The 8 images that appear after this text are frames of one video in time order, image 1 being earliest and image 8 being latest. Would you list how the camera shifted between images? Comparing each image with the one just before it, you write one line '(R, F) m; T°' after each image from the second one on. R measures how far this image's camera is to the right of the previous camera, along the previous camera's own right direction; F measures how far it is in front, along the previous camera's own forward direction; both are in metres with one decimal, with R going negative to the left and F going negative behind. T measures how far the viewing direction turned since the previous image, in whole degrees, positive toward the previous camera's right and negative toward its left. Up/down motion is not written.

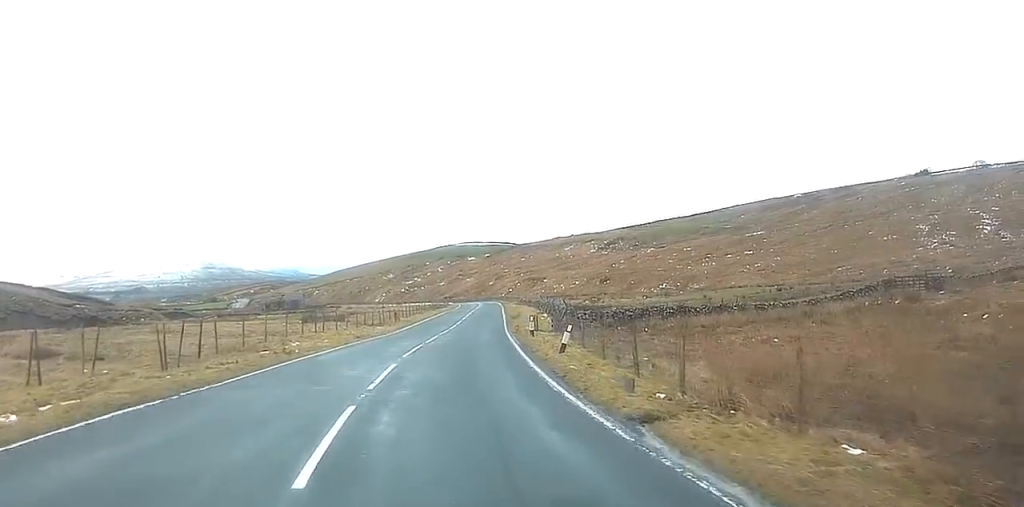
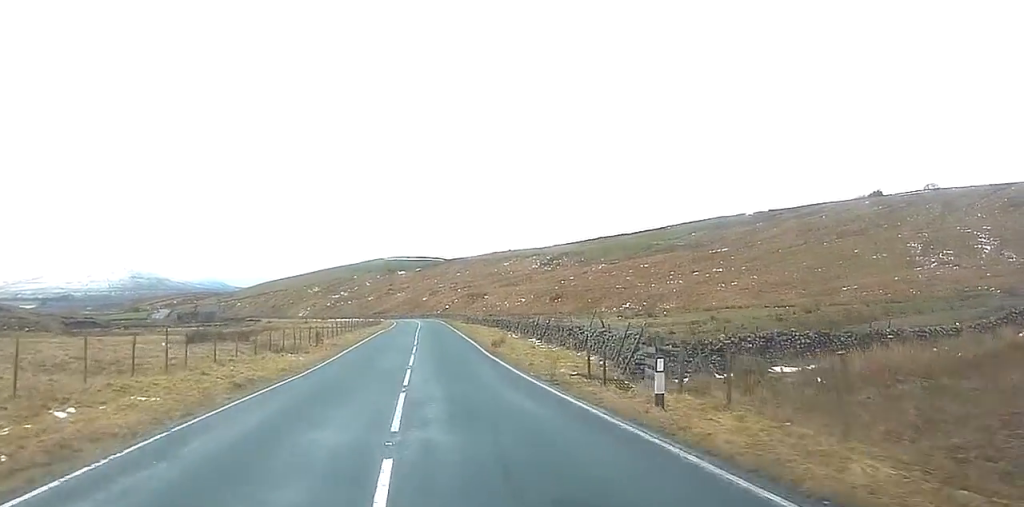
(+1.4, +20.7) m; +6°
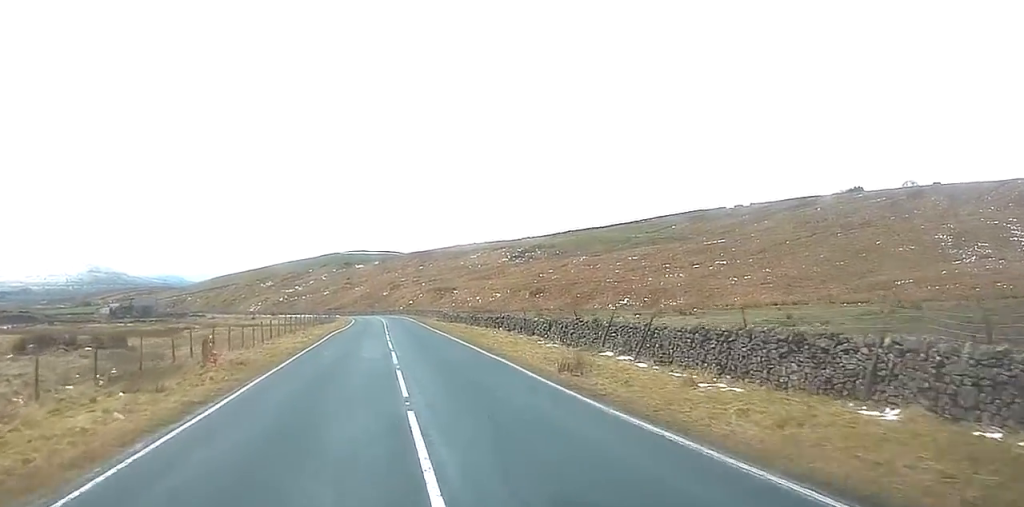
(+0.6, +20.8) m; +3°
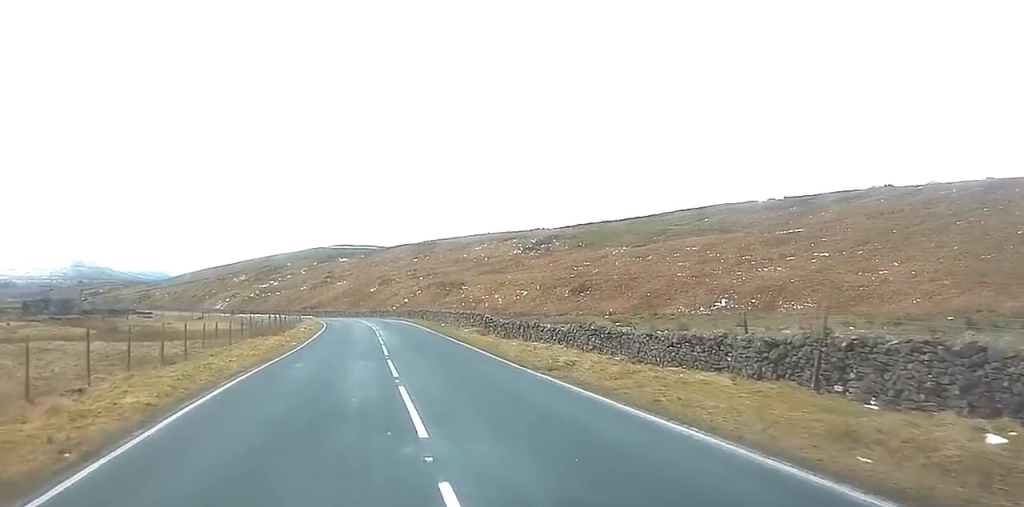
(+0.6, +38.0) m; +1°
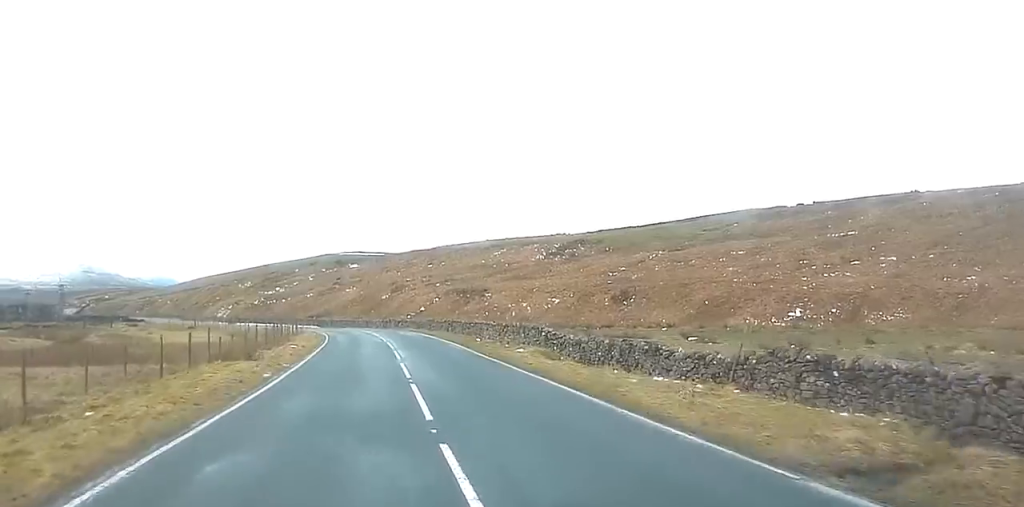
(0.0, +13.6) m; 0°
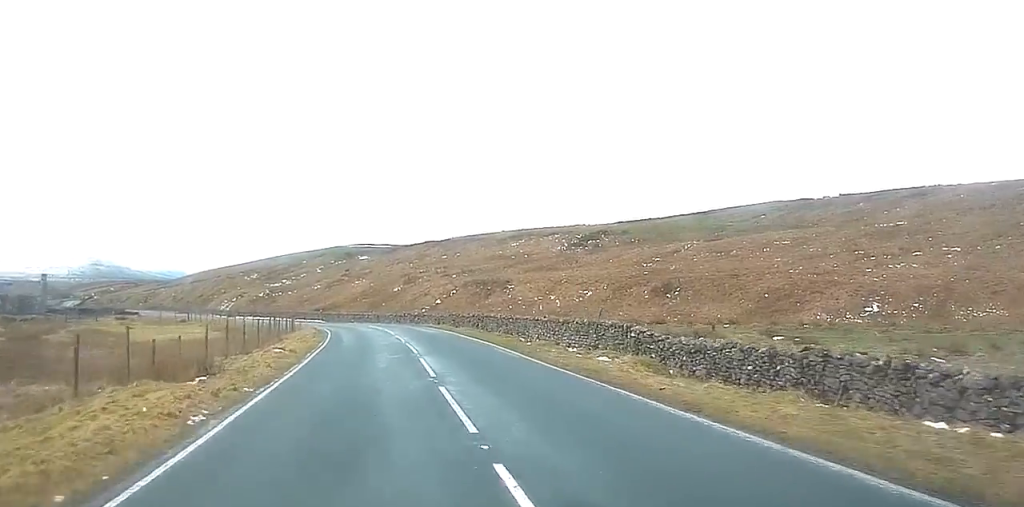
(0.0, +10.8) m; 0°
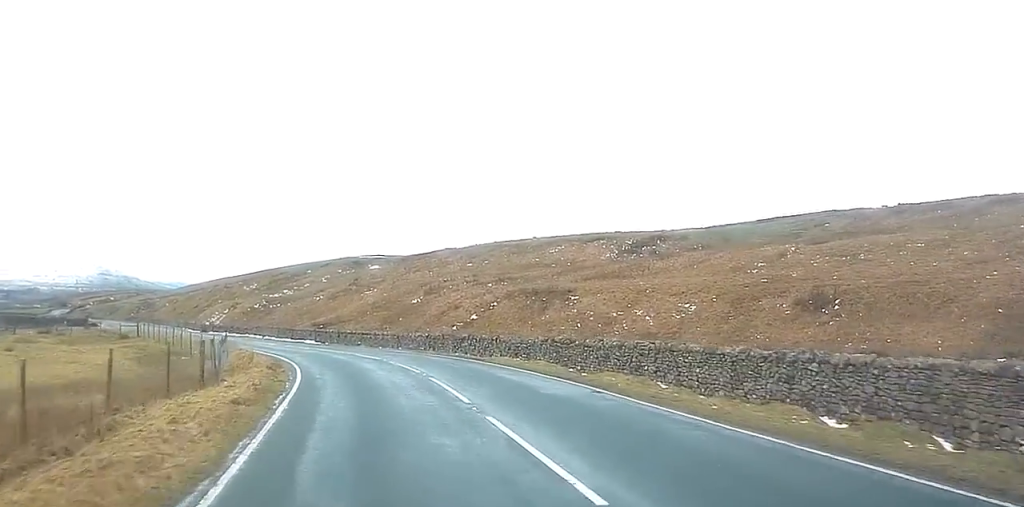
(-0.3, +28.2) m; -3°
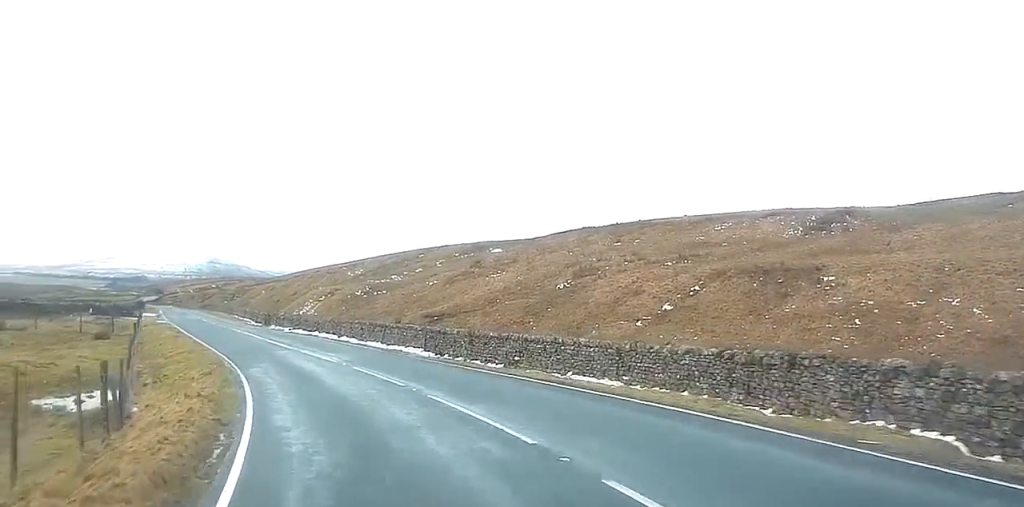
(-1.2, +28.9) m; -6°
